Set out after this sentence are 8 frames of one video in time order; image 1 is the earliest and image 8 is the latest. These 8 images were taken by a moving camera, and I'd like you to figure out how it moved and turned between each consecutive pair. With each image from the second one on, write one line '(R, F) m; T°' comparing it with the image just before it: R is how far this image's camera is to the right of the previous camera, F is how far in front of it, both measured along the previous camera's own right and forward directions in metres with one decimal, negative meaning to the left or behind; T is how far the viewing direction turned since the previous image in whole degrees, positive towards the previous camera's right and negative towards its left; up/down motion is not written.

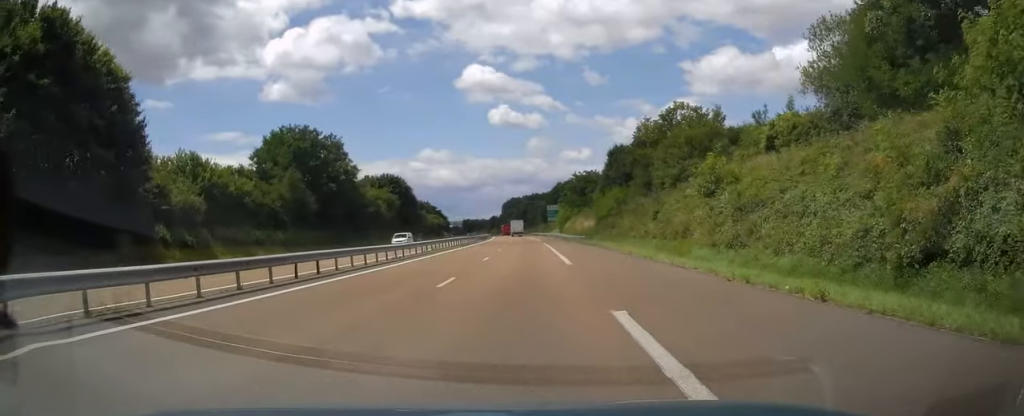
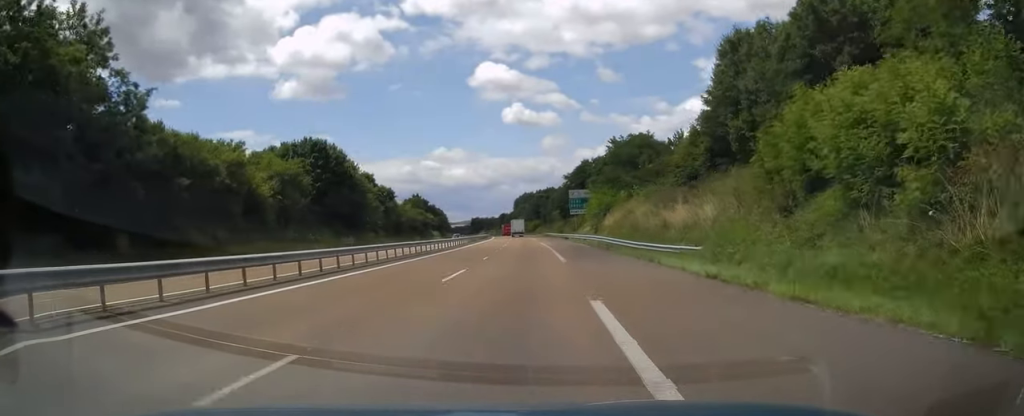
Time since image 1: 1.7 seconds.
(-0.9, +51.4) m; -2°
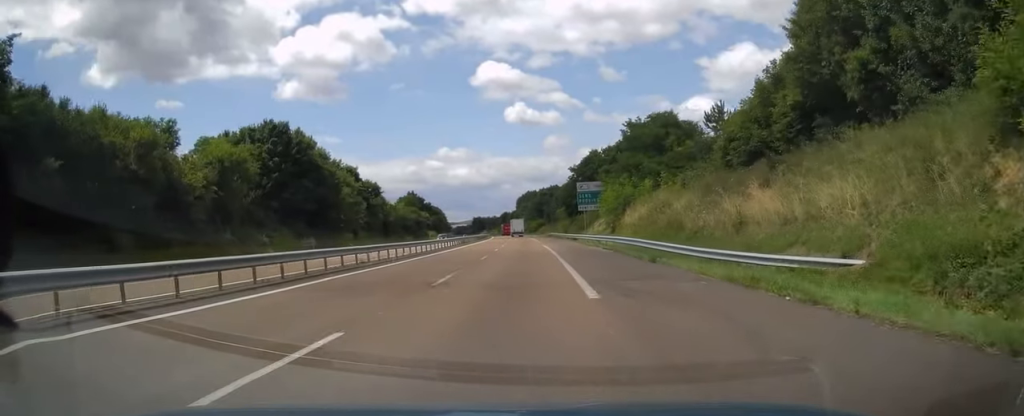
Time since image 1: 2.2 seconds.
(0.0, +13.4) m; 0°
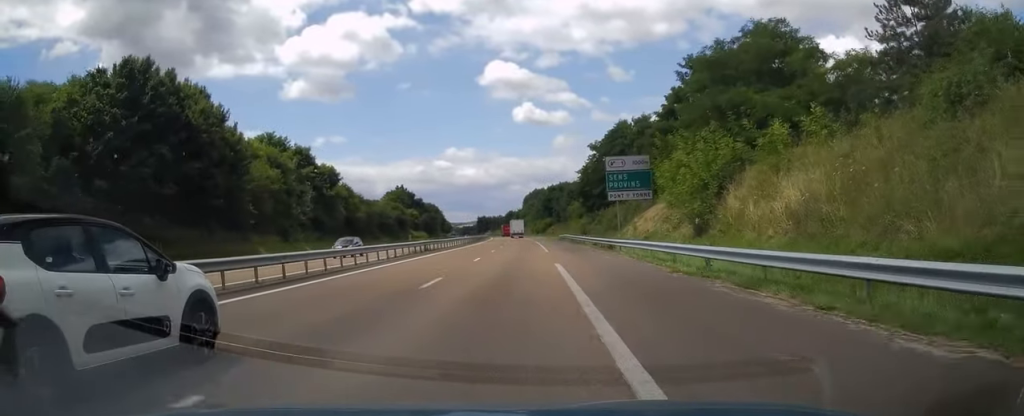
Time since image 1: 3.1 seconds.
(-0.3, +27.7) m; -1°
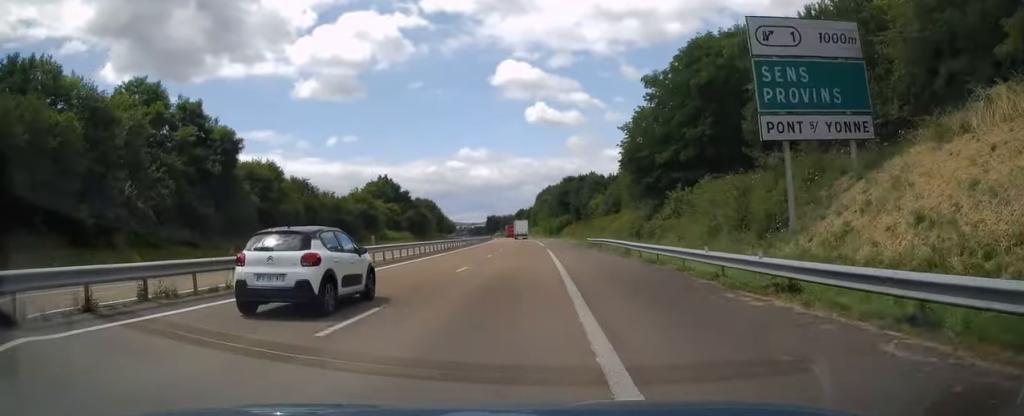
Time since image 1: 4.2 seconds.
(-0.1, +33.6) m; -1°
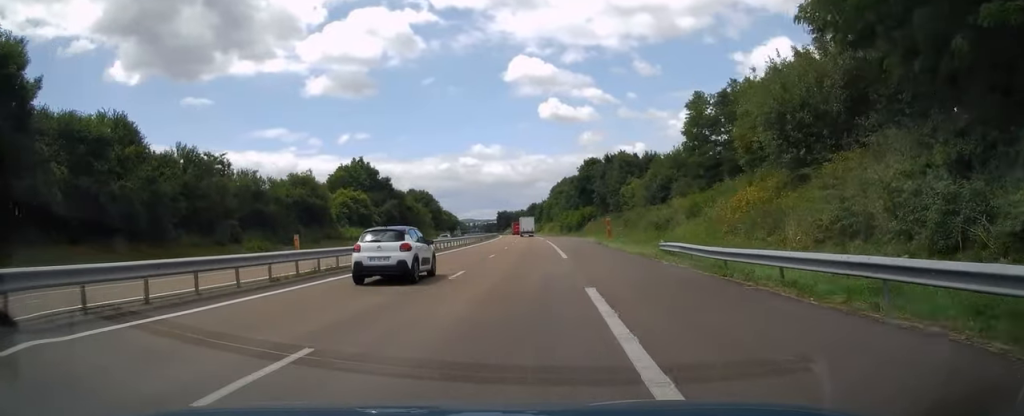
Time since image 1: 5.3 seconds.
(-0.3, +30.7) m; -1°
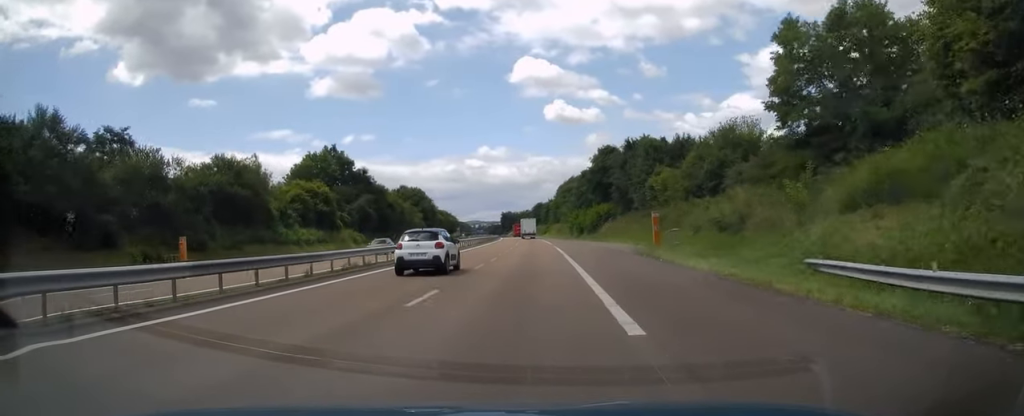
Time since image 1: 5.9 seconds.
(-0.2, +19.3) m; -1°
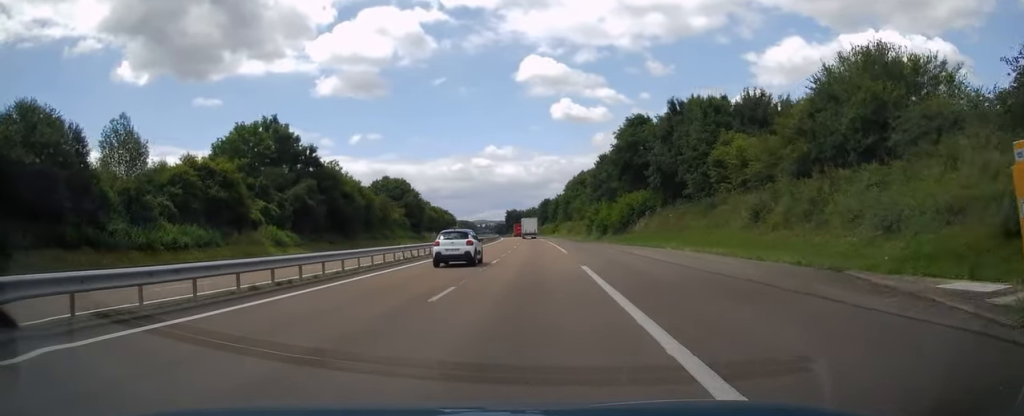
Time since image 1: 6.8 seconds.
(-0.1, +25.8) m; -1°
